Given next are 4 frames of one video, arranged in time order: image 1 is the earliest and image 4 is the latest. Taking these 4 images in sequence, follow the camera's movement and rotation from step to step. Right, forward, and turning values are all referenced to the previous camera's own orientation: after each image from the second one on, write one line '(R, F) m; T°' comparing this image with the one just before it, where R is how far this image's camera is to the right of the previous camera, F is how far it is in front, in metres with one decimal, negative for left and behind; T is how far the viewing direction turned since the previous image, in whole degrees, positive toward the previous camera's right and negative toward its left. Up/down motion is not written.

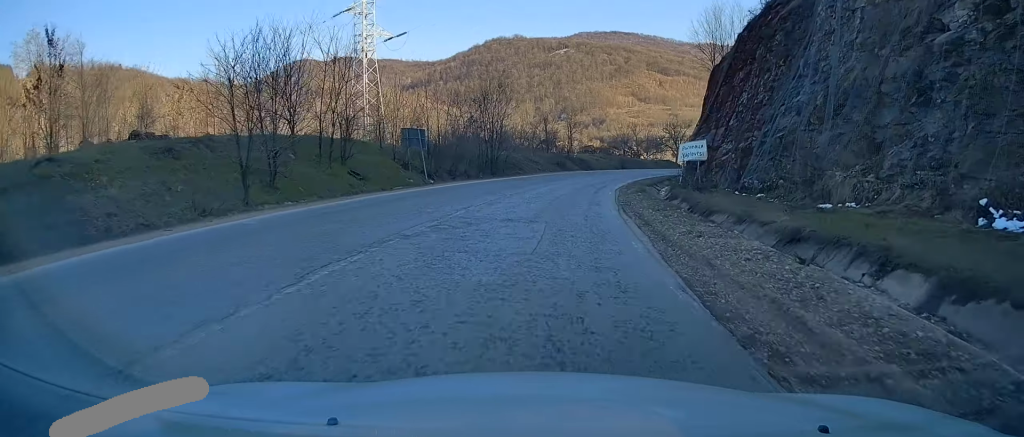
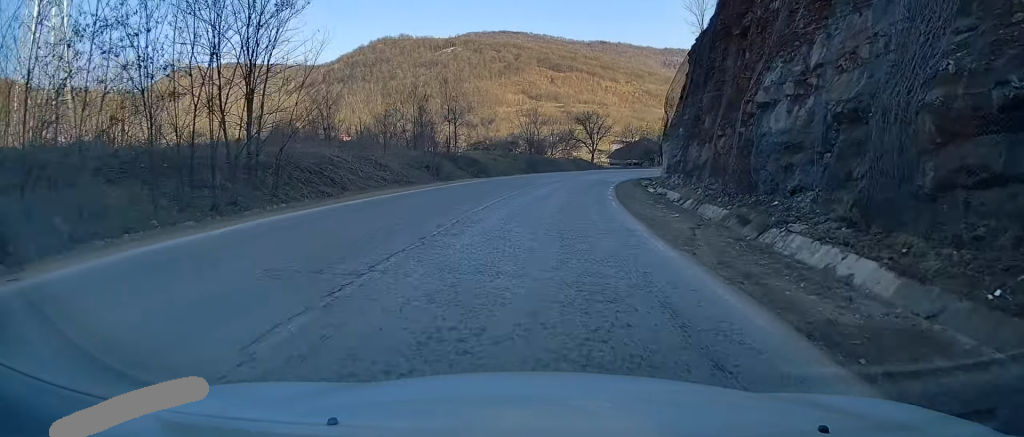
(+2.5, +35.1) m; +8°
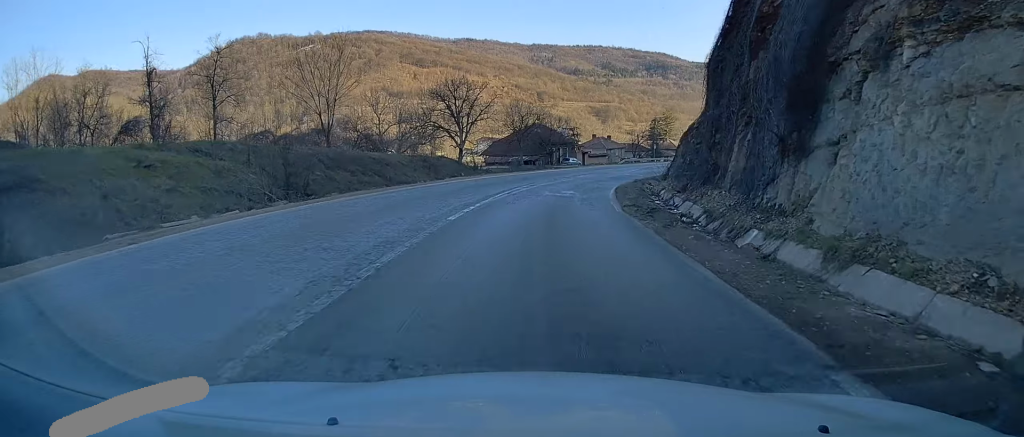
(+5.6, +46.3) m; +14°
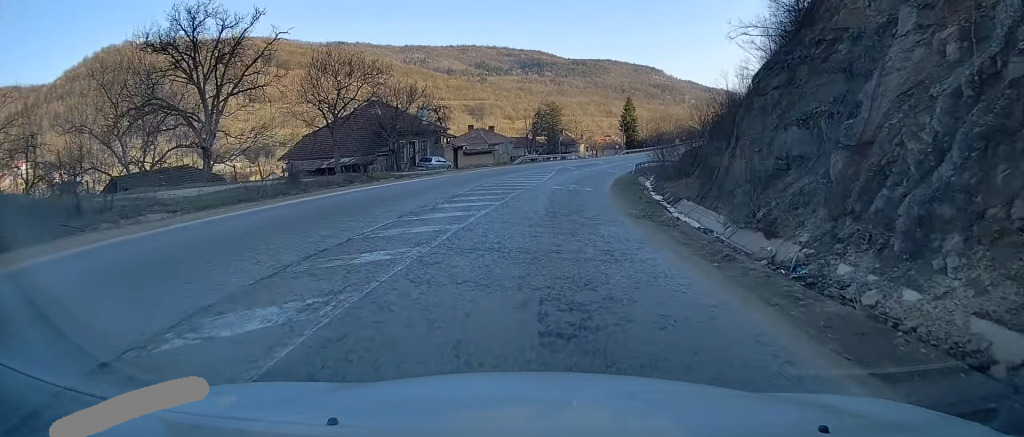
(+3.8, +39.9) m; +11°
